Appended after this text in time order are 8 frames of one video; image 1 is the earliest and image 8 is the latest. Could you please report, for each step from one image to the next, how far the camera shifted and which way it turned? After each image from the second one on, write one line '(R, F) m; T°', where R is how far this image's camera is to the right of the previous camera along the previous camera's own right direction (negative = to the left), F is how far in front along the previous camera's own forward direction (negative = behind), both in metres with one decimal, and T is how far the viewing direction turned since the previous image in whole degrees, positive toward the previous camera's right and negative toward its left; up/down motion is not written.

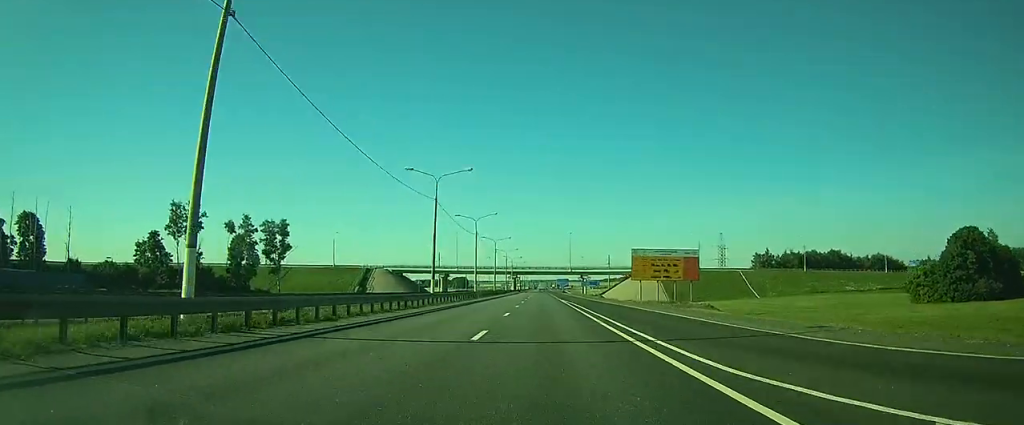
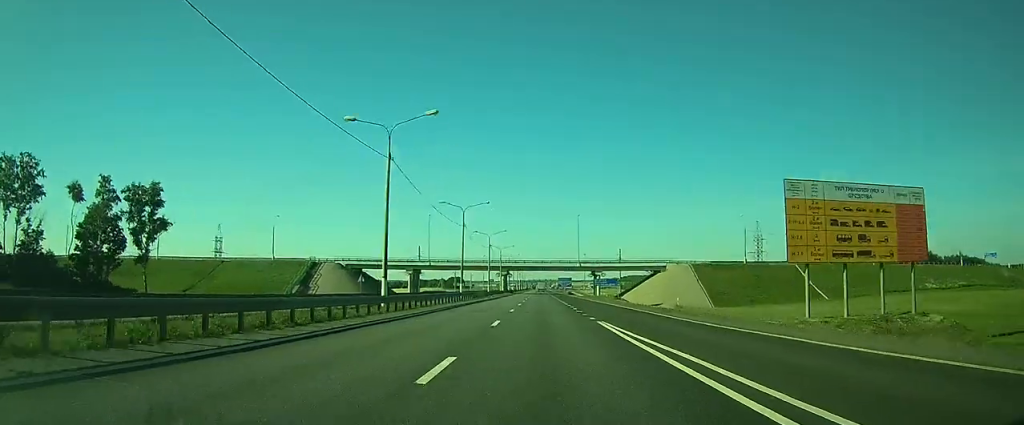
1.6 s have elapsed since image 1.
(+0.1, +42.5) m; 0°
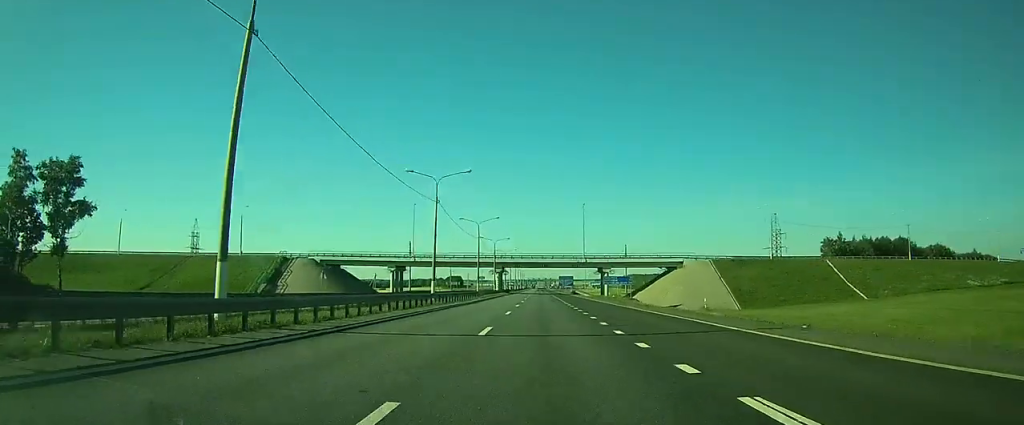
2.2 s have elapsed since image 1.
(+0.1, +16.2) m; 0°
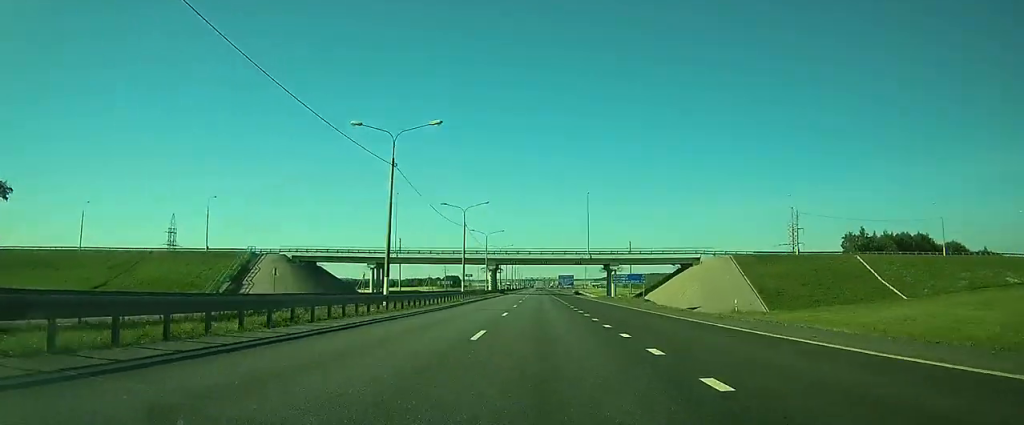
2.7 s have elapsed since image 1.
(+0.1, +13.5) m; 0°
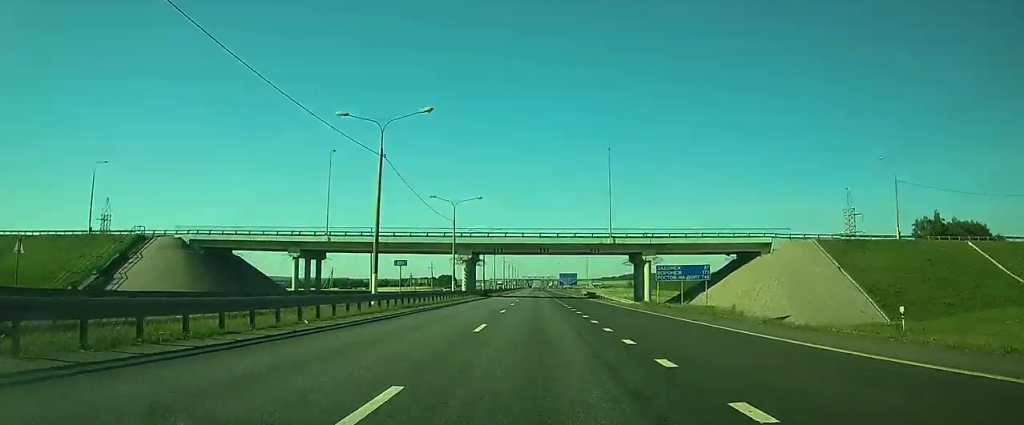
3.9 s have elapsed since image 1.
(0.0, +33.4) m; 0°
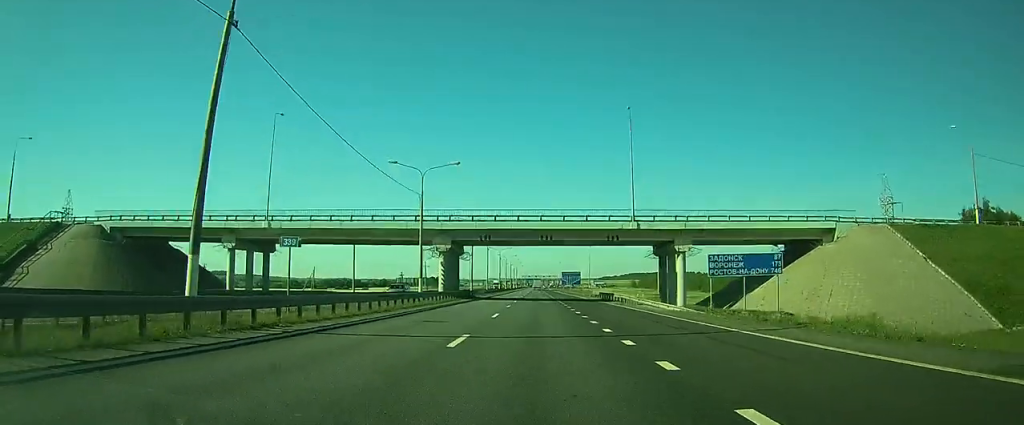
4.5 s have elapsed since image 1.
(0.0, +16.2) m; 0°
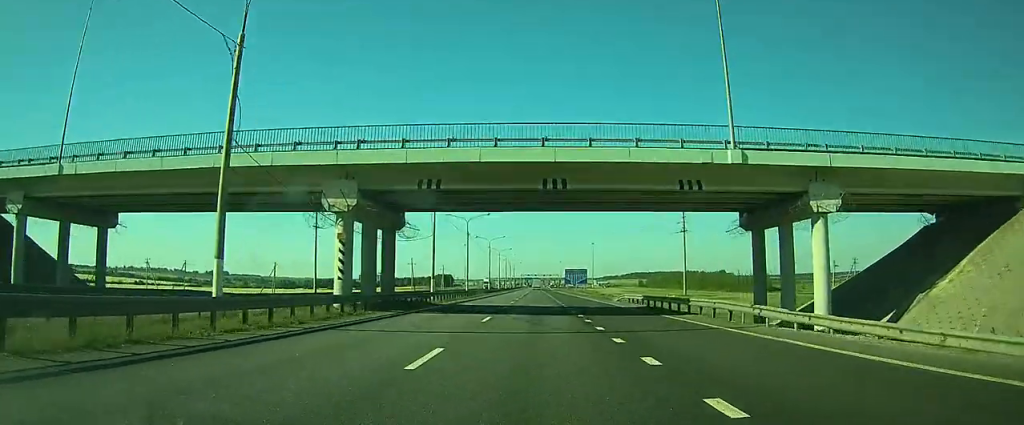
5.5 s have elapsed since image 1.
(0.0, +26.9) m; 0°
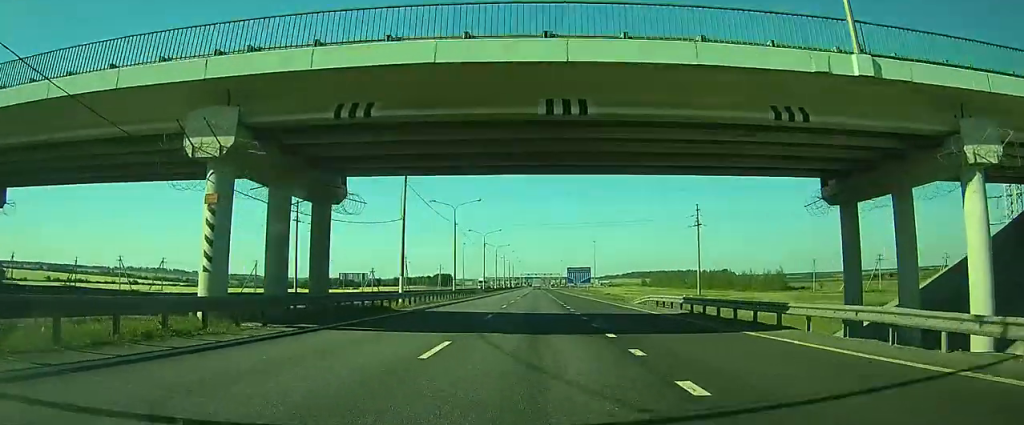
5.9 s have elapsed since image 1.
(0.0, +10.7) m; 0°
